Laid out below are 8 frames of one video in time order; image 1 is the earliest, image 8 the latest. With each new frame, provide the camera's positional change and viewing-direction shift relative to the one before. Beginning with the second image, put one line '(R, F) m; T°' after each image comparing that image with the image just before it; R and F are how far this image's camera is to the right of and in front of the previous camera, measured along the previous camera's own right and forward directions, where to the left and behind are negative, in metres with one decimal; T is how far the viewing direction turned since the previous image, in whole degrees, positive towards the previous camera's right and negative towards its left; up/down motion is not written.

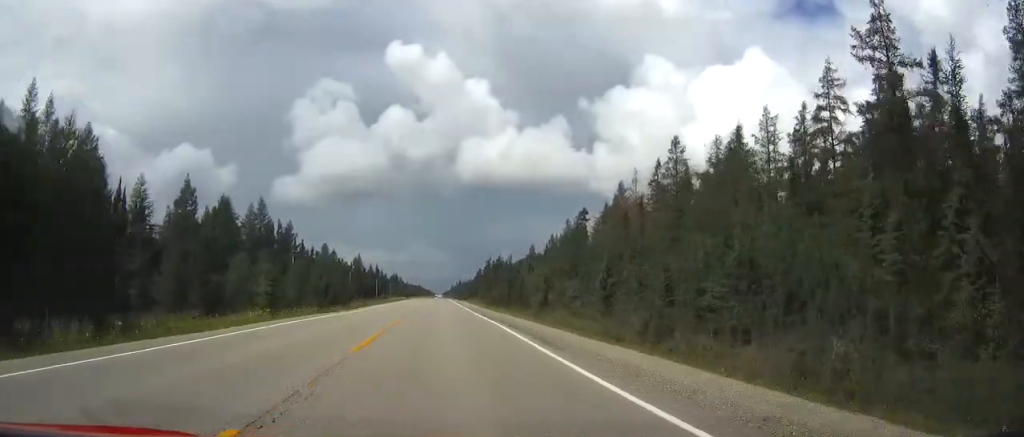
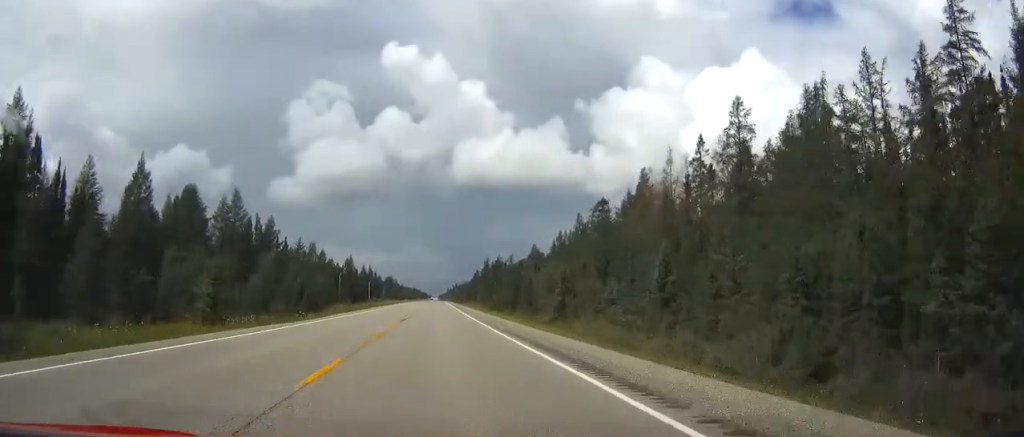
(+0.1, +14.7) m; 0°
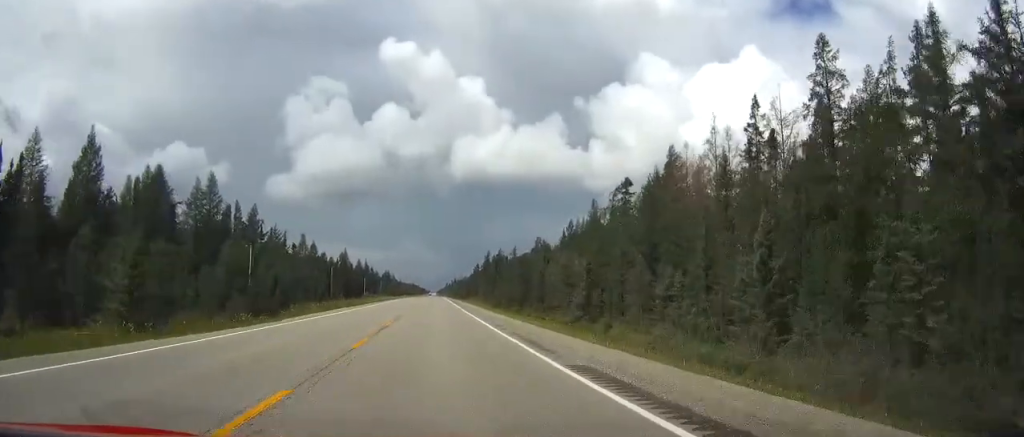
(0.0, +12.8) m; 0°
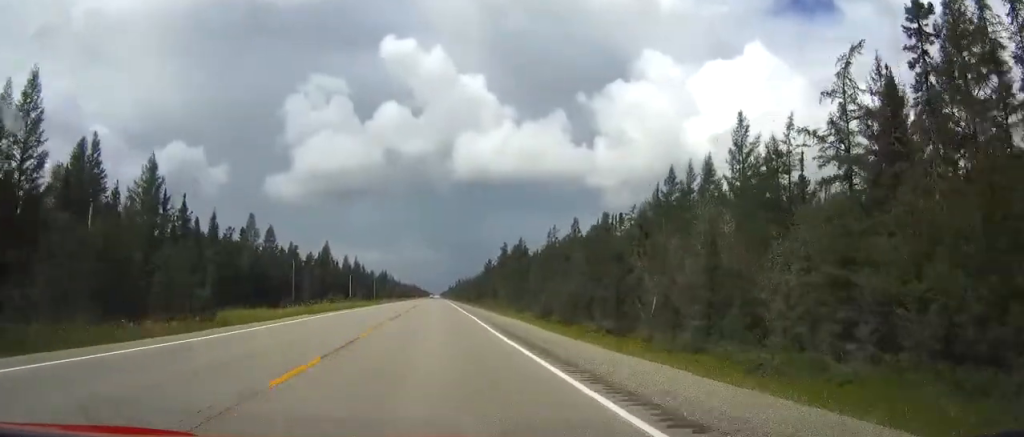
(+0.2, +54.3) m; 0°
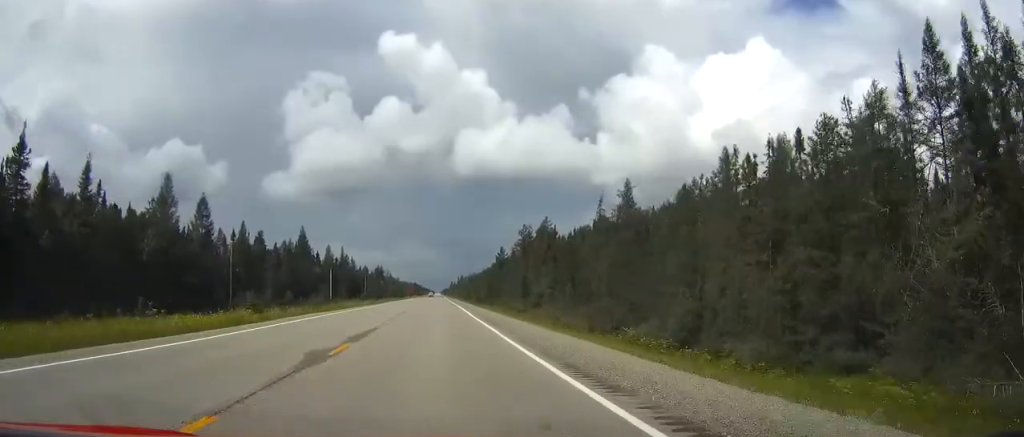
(-0.1, +43.6) m; -1°
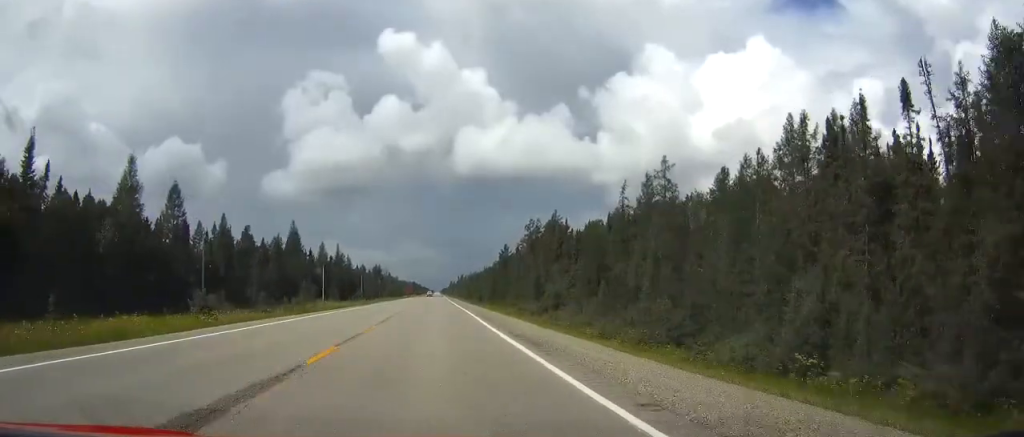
(0.0, +11.9) m; 0°
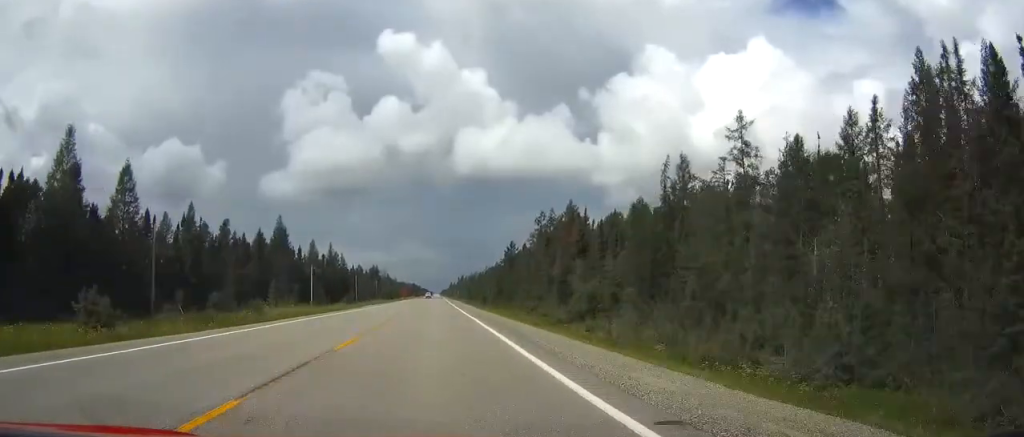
(0.0, +15.9) m; 0°
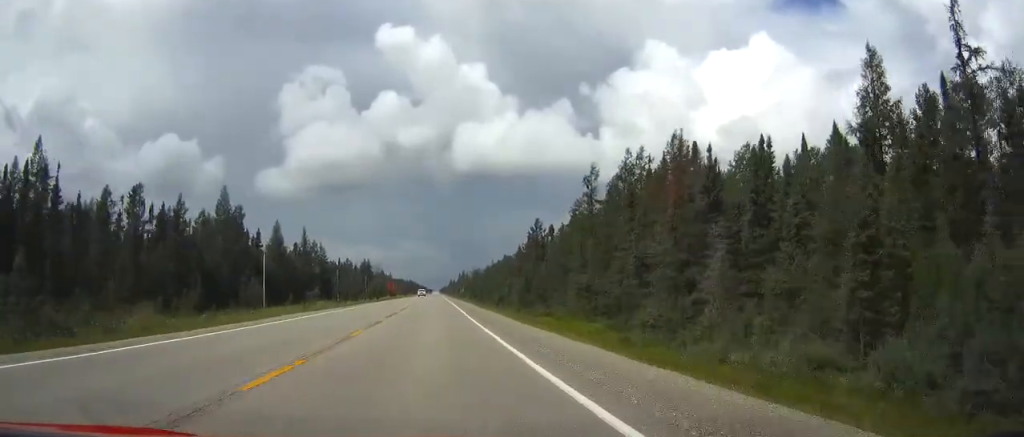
(0.0, +43.8) m; 0°
